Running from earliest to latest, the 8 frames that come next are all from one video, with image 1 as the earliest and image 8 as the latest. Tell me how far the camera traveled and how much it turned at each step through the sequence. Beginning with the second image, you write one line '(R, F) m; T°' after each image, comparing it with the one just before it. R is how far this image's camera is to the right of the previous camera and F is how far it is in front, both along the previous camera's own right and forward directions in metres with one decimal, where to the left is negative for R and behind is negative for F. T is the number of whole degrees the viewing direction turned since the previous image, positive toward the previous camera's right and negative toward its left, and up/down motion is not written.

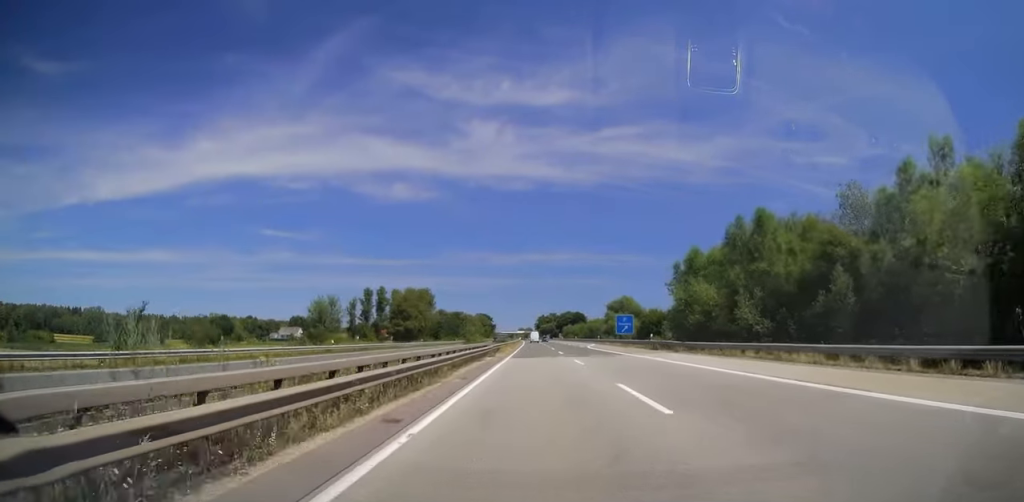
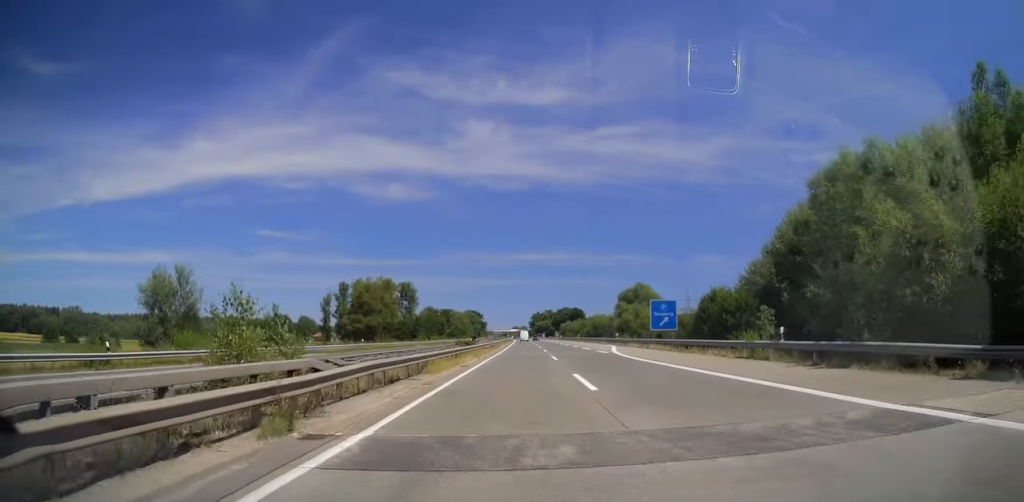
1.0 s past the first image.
(+0.2, +32.7) m; 0°
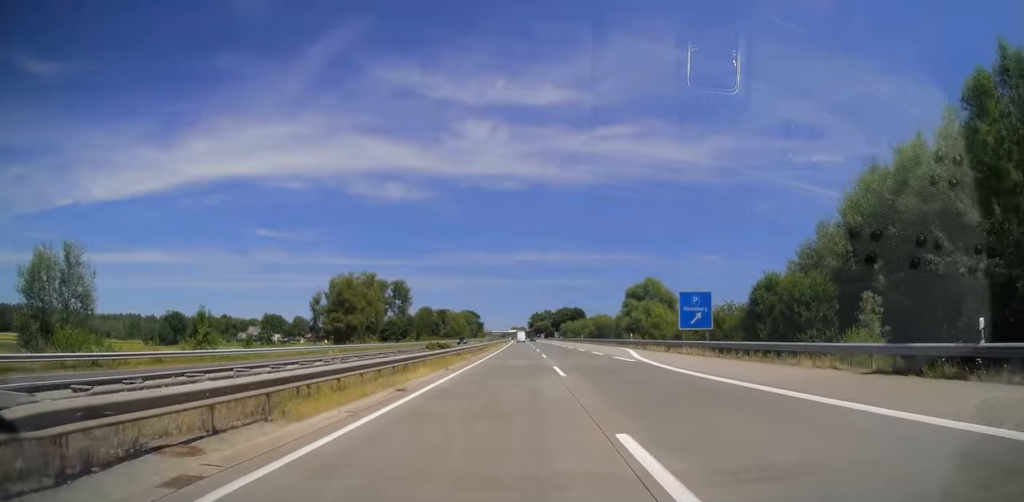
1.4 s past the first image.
(0.0, +12.6) m; 0°
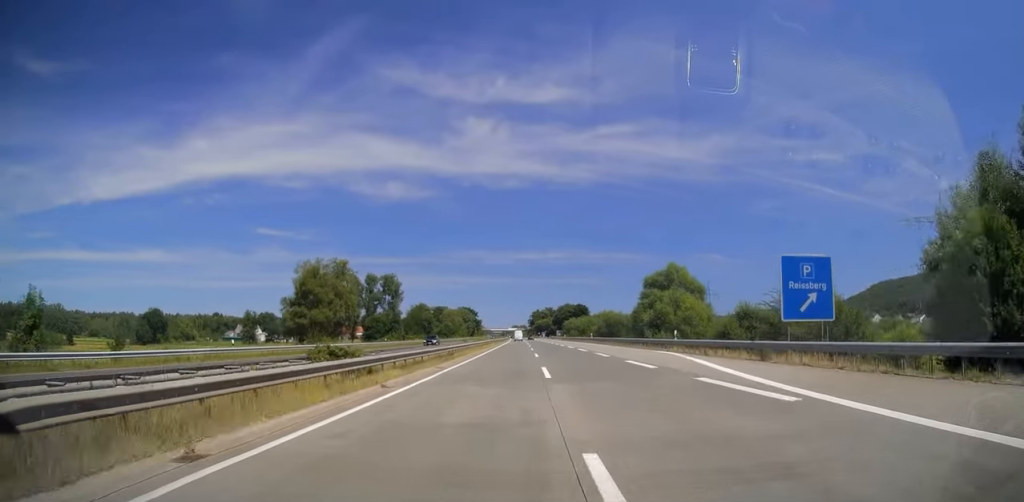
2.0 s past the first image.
(0.0, +19.8) m; 0°
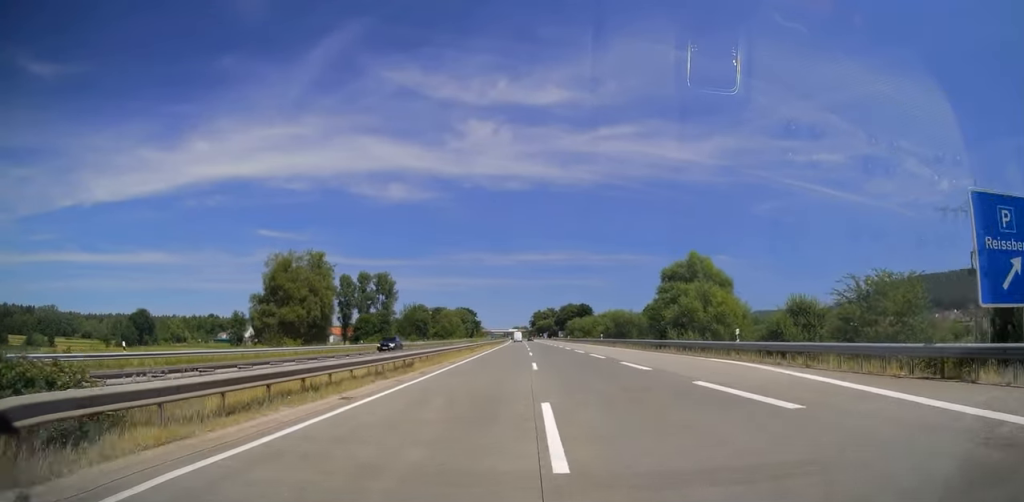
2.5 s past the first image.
(0.0, +12.9) m; 0°
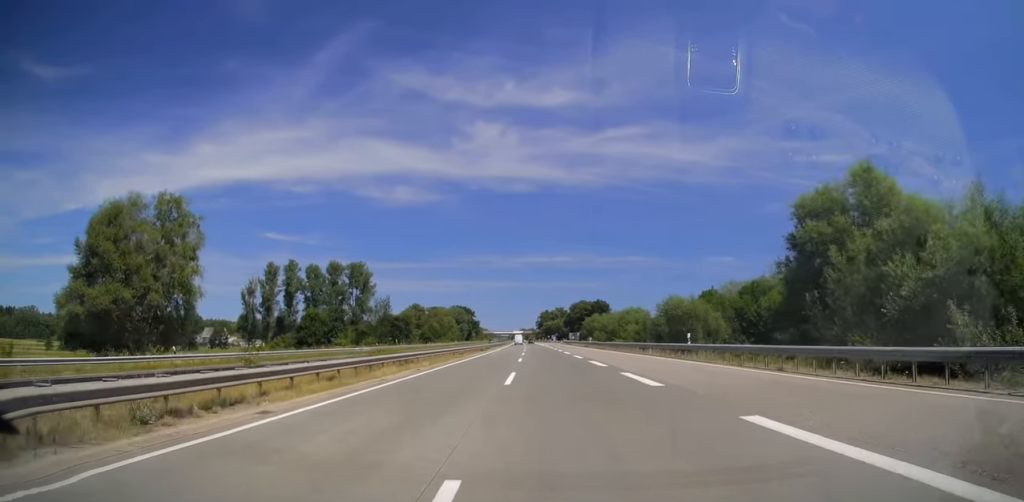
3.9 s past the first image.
(-0.1, +42.9) m; 0°
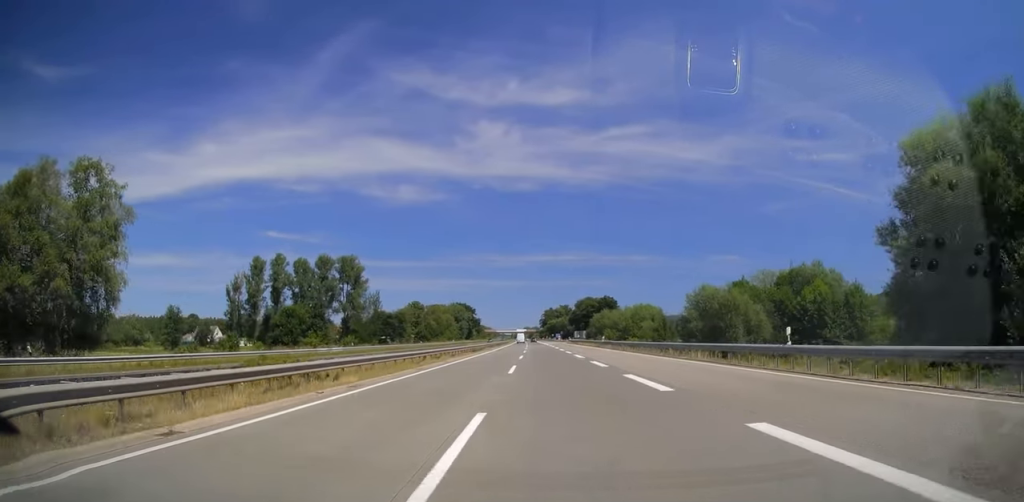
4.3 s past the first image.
(+0.1, +13.2) m; 0°
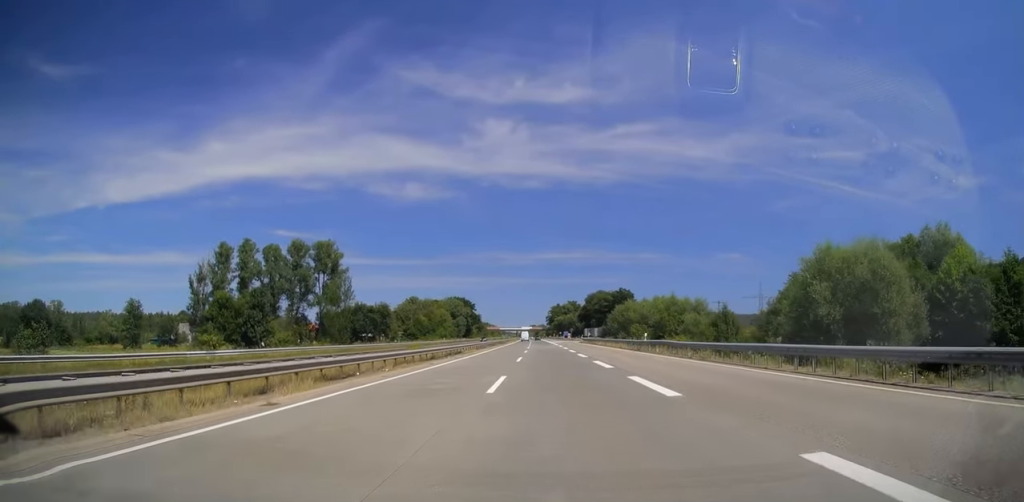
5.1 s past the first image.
(0.0, +25.8) m; 0°
